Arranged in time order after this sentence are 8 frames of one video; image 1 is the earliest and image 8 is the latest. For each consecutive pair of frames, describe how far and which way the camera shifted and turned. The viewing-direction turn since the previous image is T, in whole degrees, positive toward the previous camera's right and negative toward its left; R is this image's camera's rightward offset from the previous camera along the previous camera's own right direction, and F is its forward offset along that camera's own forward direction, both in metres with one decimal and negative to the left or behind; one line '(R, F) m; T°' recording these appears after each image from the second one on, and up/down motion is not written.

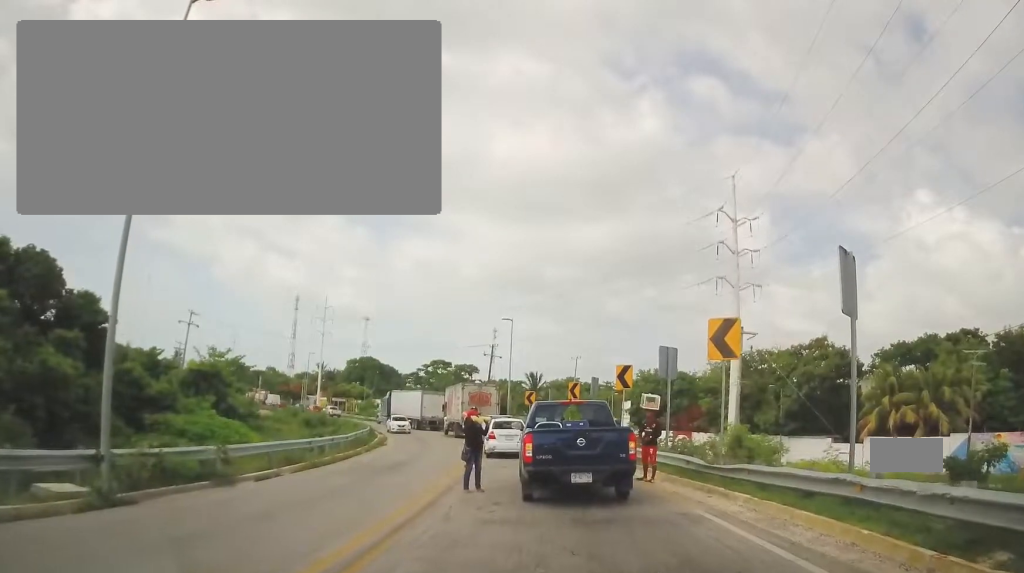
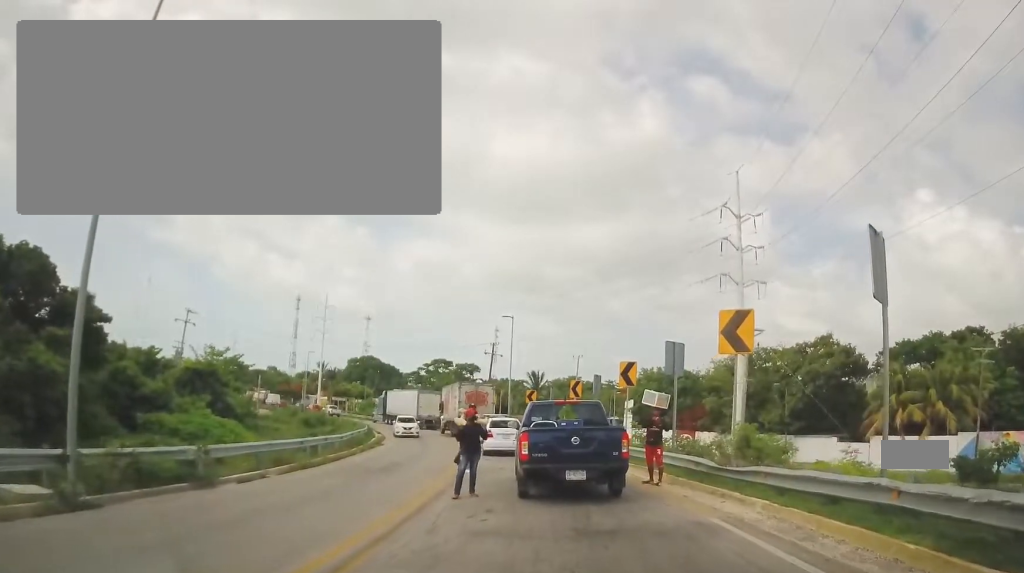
(-0.2, +0.6) m; 0°
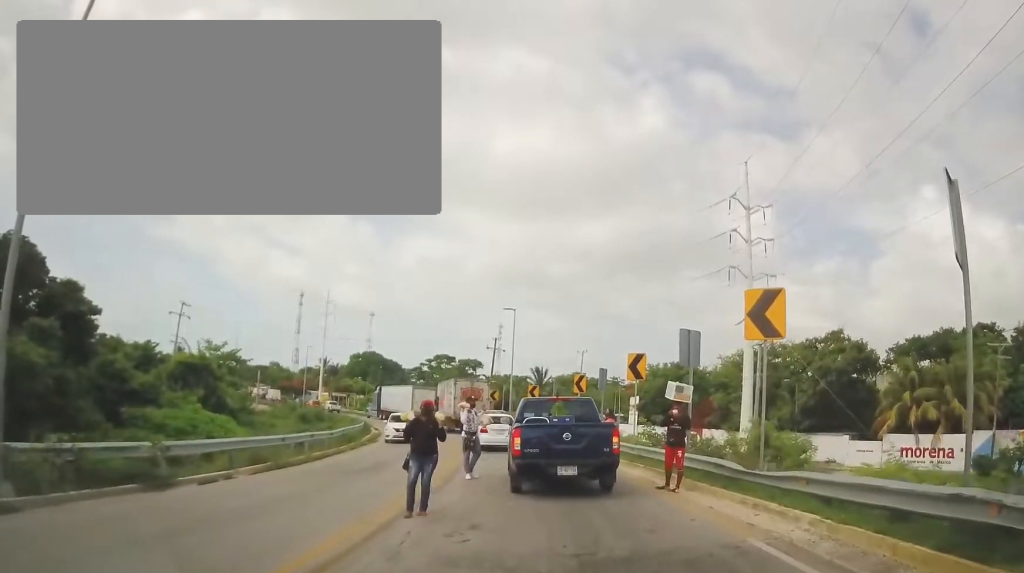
(+0.4, +1.1) m; 0°
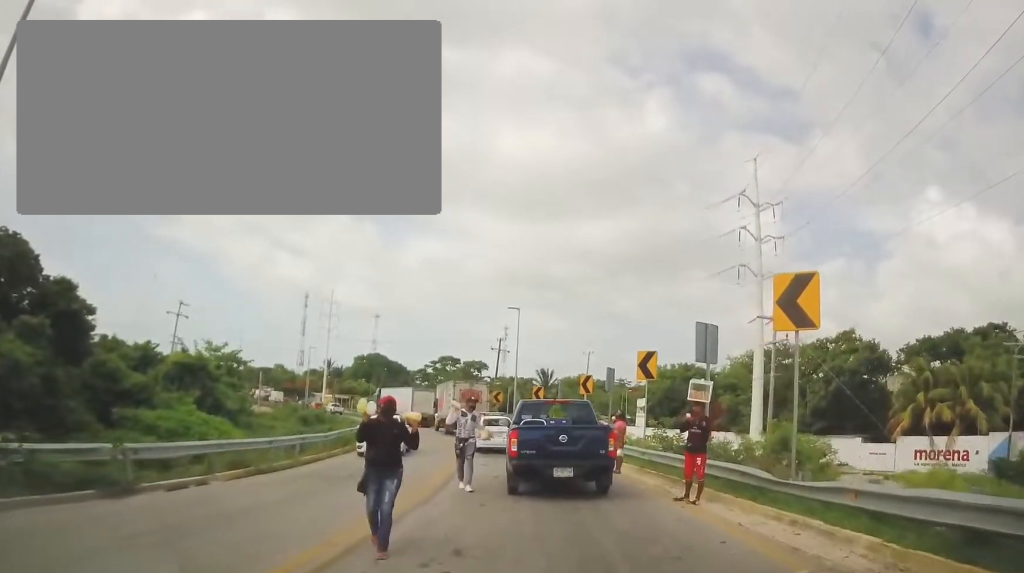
(+0.3, +0.9) m; 0°
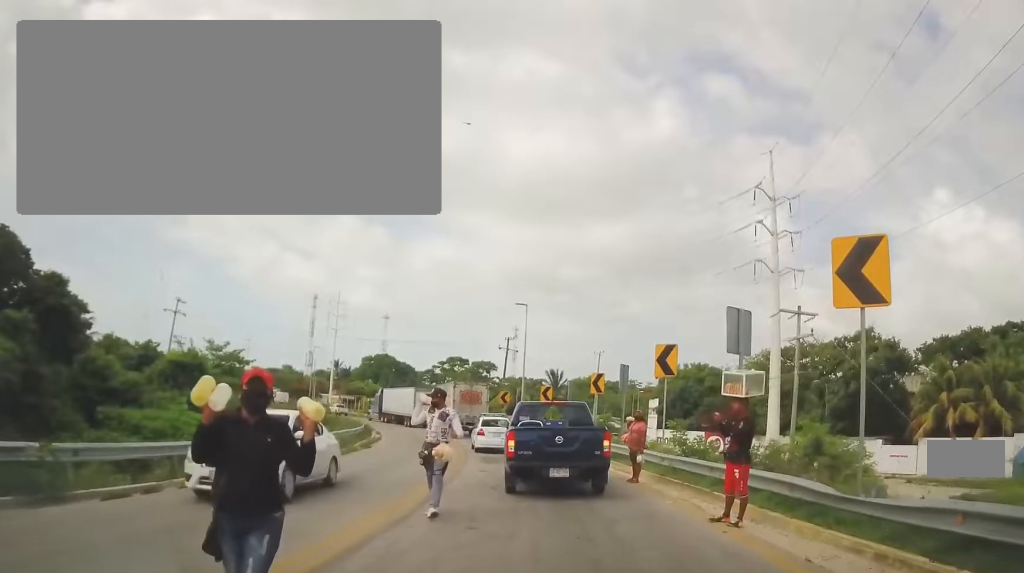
(+0.3, +1.5) m; 0°
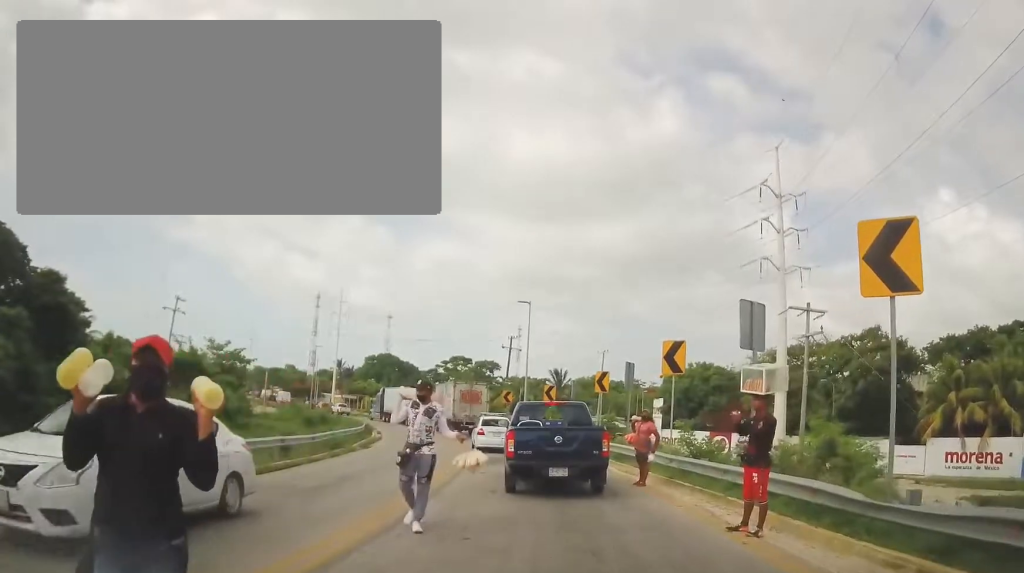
(0.0, +0.6) m; 0°
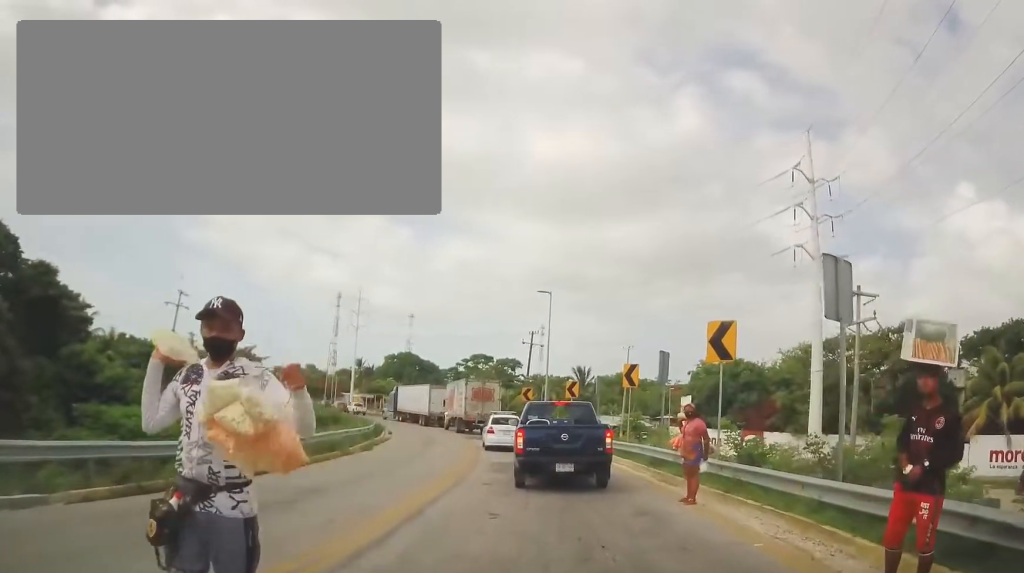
(-0.2, +2.0) m; 0°
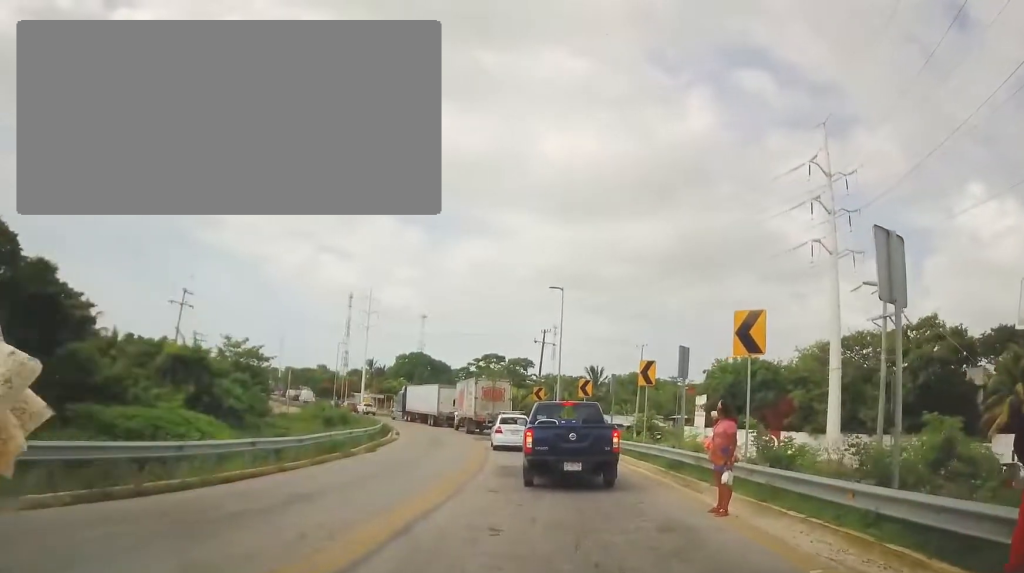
(0.0, +0.7) m; 0°
